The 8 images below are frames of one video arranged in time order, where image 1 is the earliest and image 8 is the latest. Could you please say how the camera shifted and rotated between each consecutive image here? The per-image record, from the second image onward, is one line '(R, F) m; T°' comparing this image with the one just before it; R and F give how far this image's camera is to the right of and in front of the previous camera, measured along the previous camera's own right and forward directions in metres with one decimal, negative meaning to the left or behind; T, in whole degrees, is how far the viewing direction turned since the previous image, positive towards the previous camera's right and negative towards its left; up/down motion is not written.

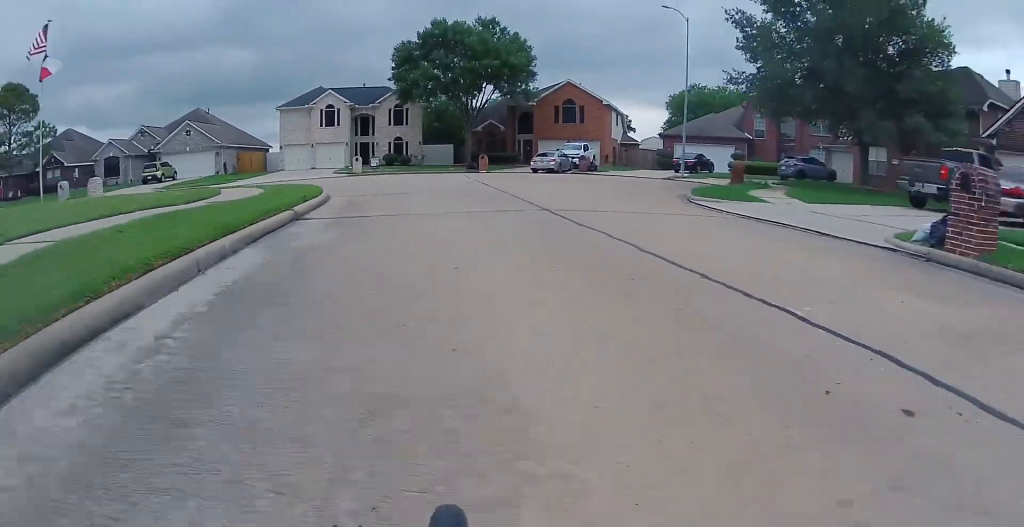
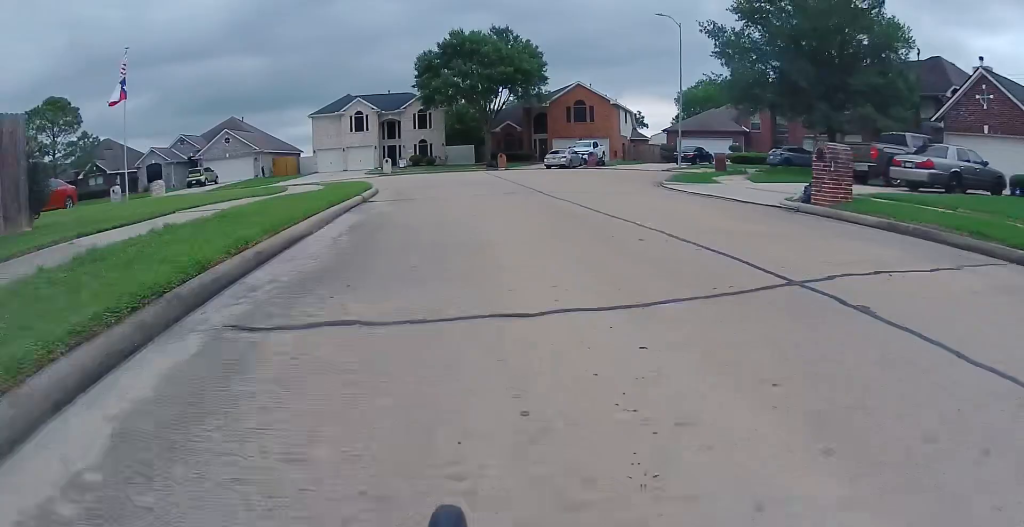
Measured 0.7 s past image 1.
(-0.3, +4.5) m; -4°
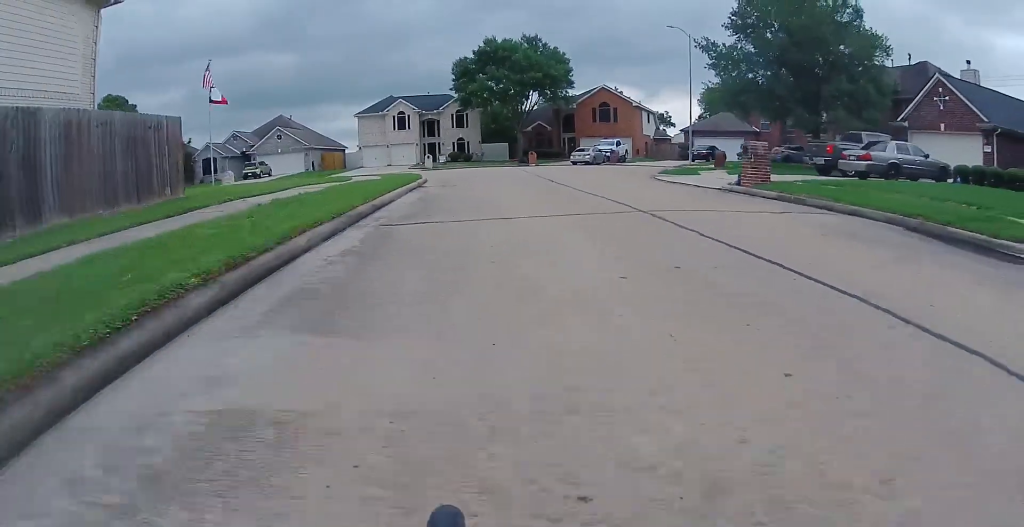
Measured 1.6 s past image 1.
(-0.1, +5.1) m; -2°
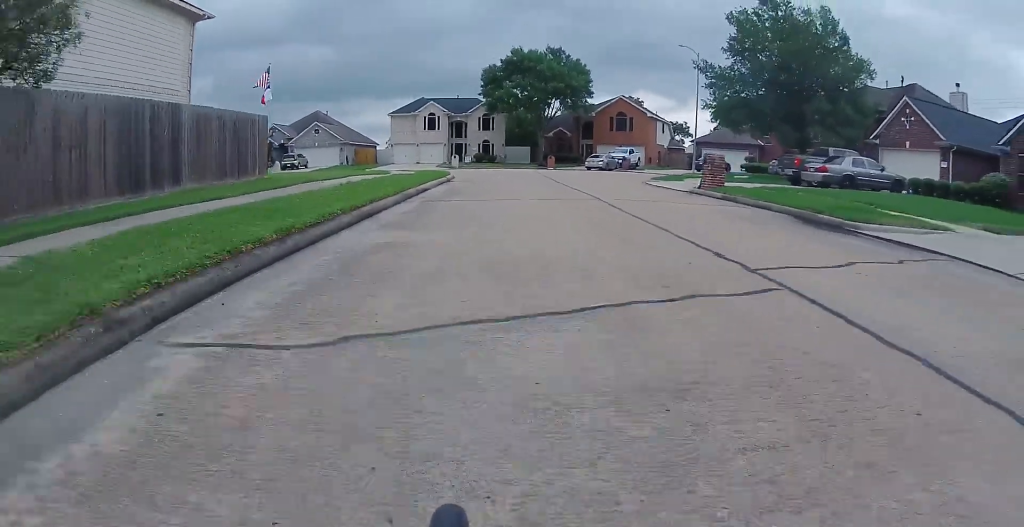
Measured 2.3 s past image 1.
(0.0, +4.5) m; -2°
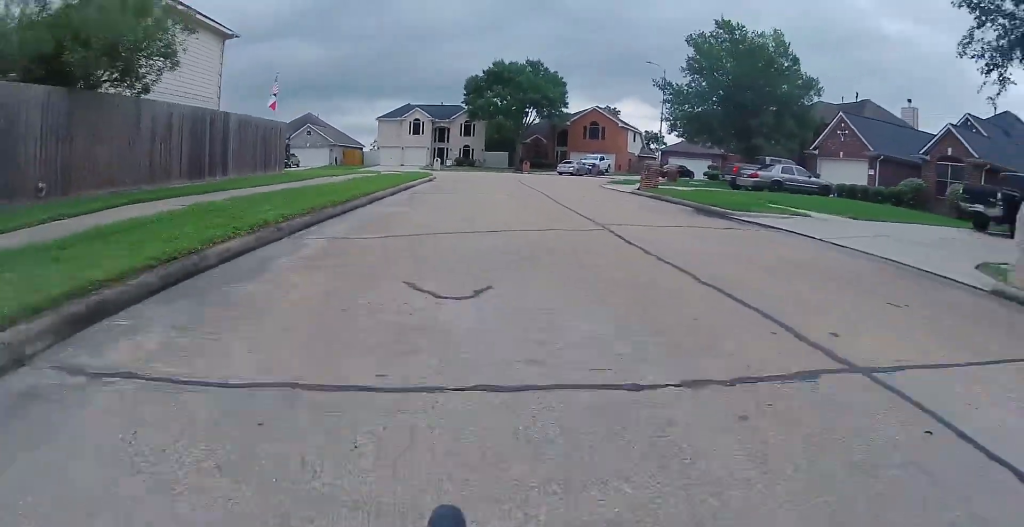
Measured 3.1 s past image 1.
(-0.1, +3.9) m; -2°
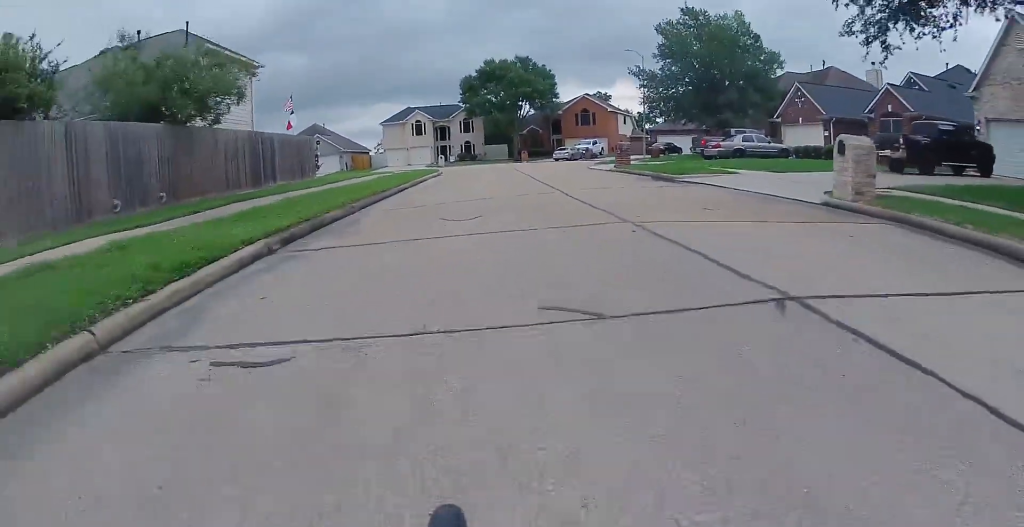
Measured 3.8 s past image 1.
(-0.1, +4.0) m; -3°
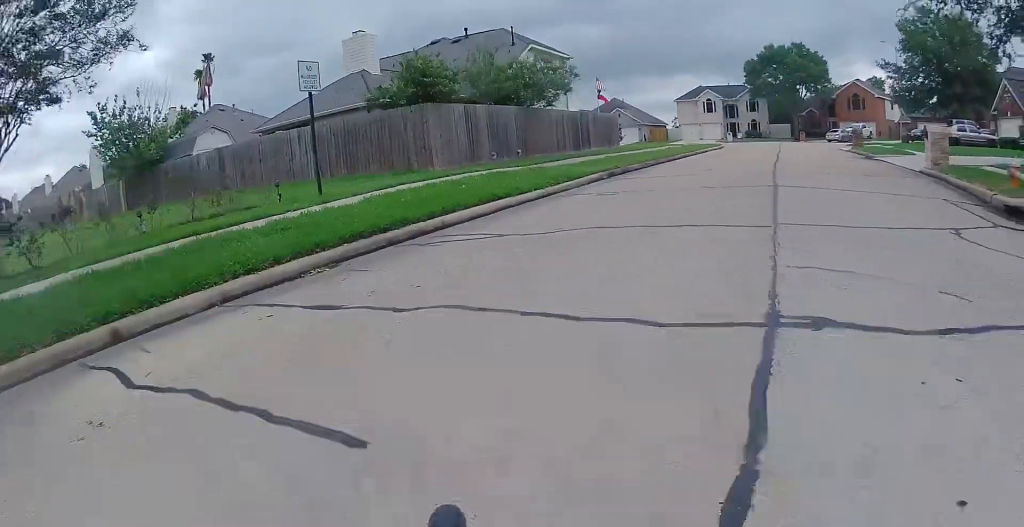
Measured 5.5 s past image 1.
(-0.9, +7.5) m; -25°
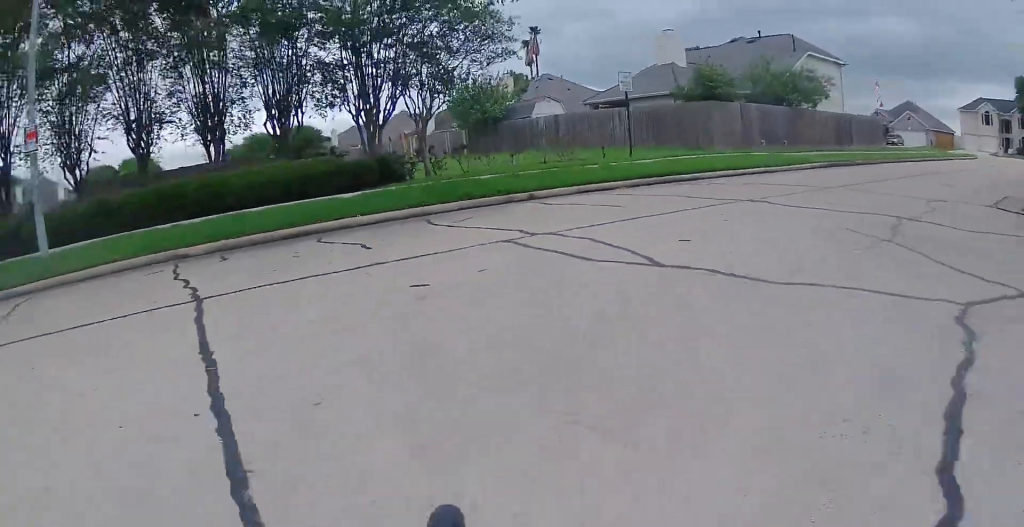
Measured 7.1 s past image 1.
(-2.0, +5.3) m; -32°
